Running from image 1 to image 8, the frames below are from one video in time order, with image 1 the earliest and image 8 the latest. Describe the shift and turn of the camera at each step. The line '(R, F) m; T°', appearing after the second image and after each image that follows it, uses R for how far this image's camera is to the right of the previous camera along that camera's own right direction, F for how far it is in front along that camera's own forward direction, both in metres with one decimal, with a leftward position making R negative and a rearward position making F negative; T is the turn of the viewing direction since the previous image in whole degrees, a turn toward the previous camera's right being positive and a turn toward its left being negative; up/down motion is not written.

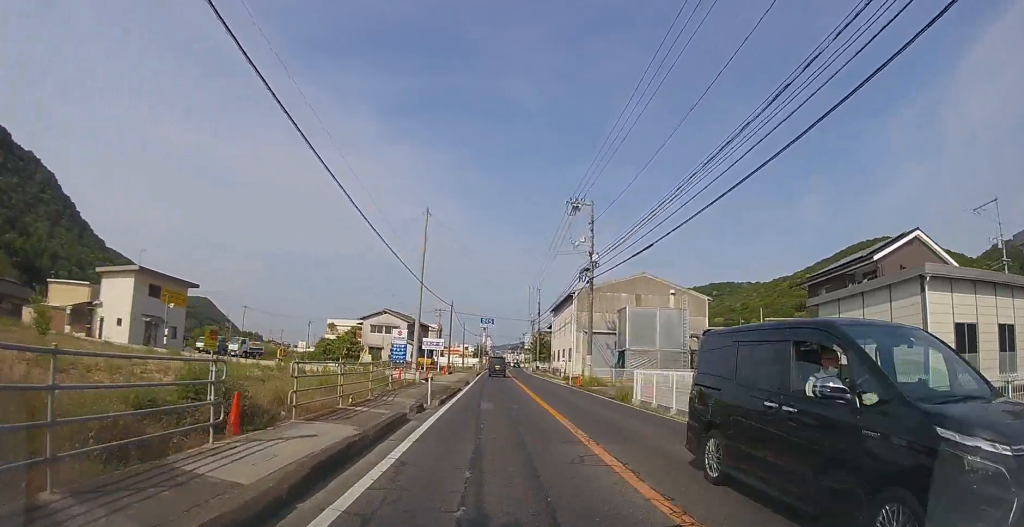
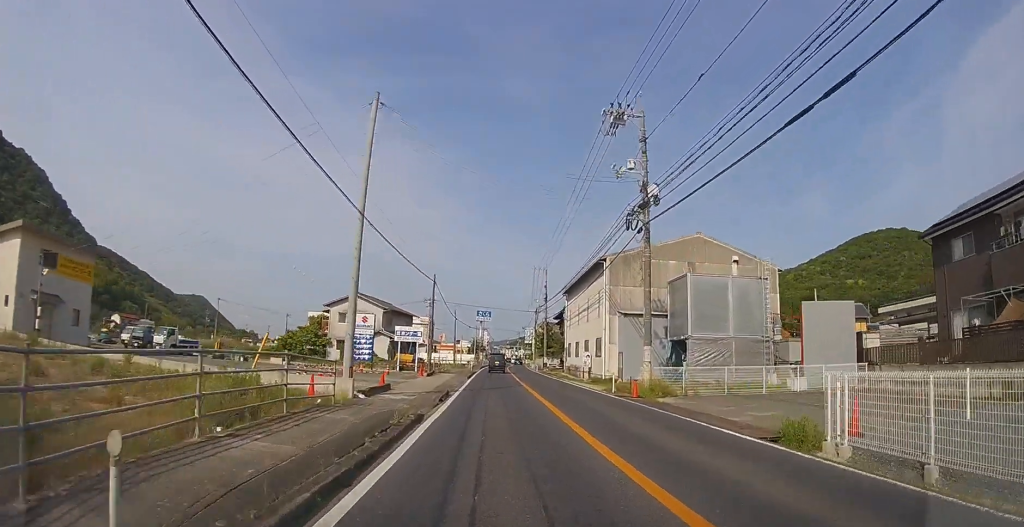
(0.0, +12.6) m; 0°
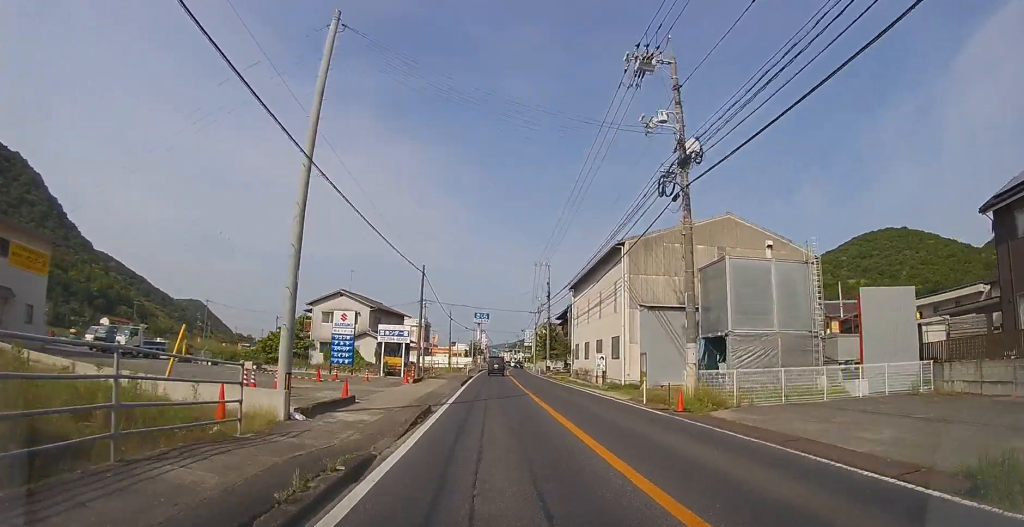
(0.0, +4.5) m; 0°
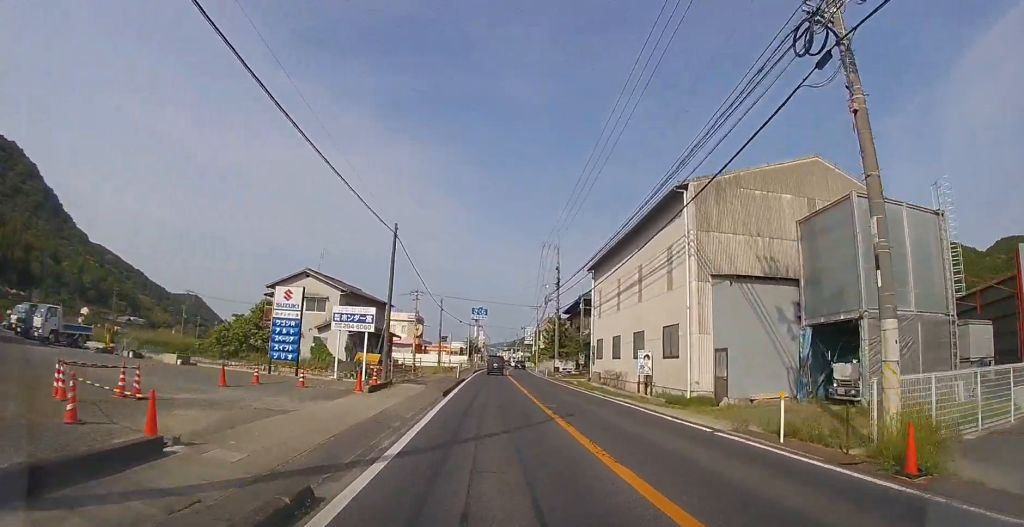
(0.0, +8.3) m; 0°
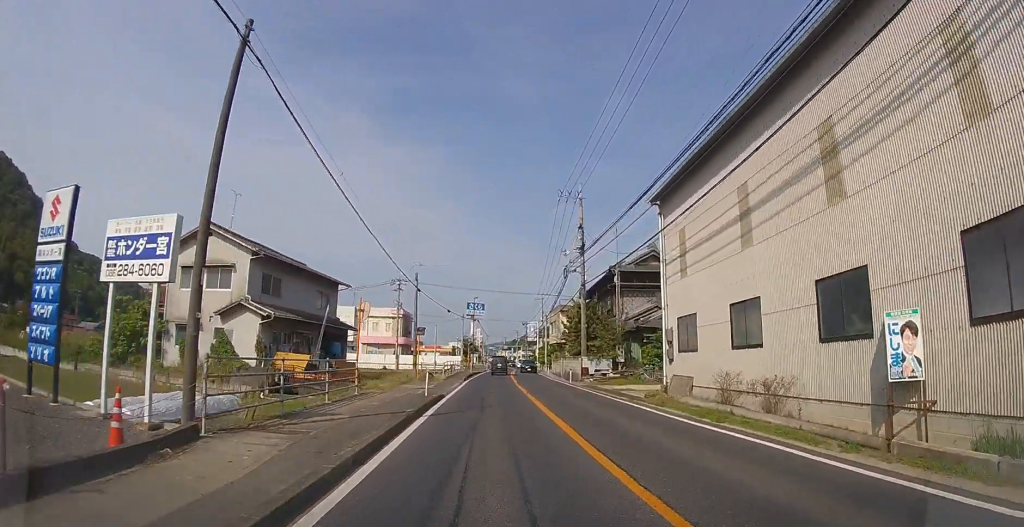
(+0.1, +13.9) m; +1°
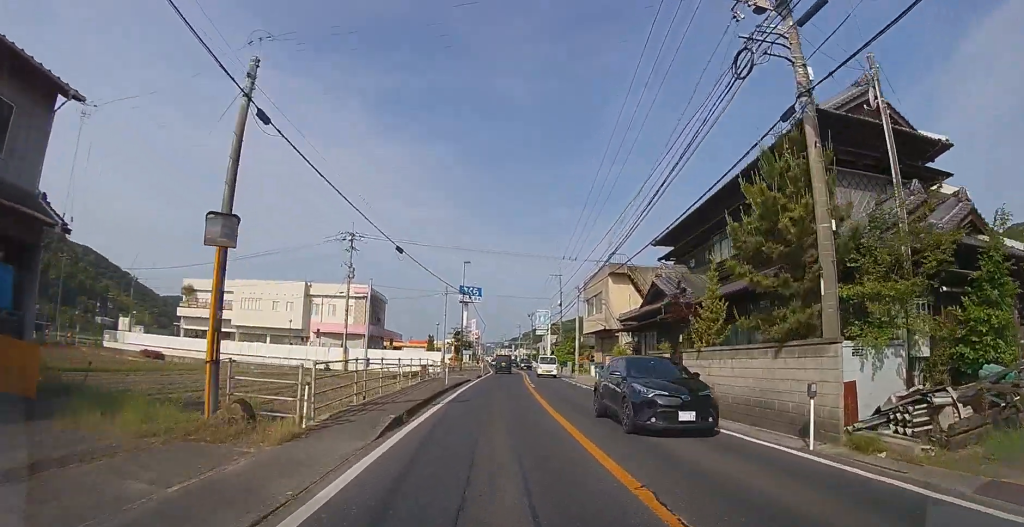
(0.0, +23.9) m; 0°
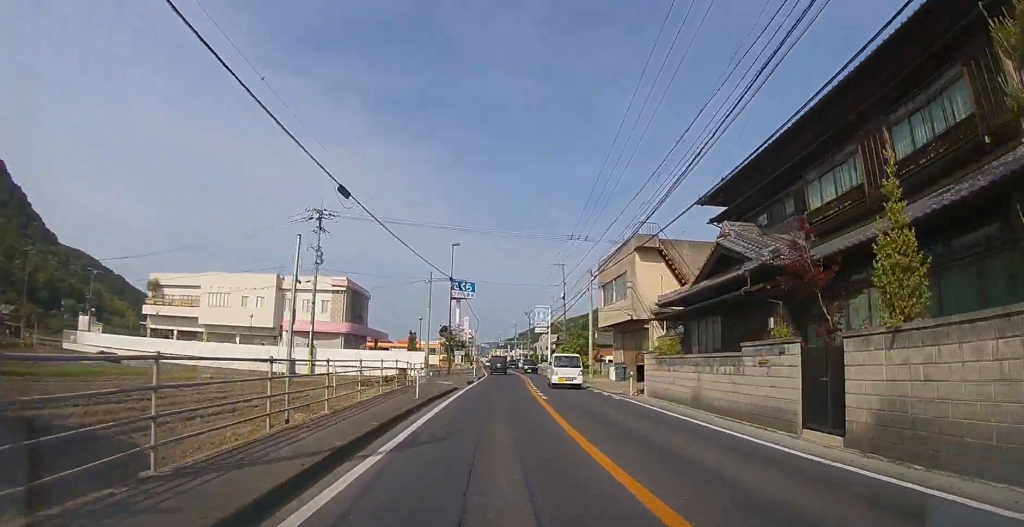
(0.0, +7.6) m; 0°
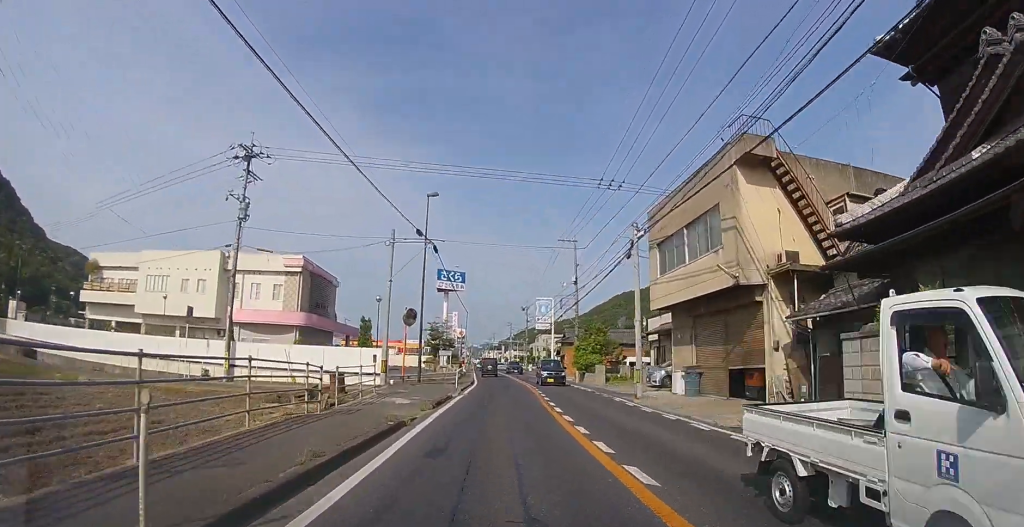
(0.0, +12.0) m; 0°
